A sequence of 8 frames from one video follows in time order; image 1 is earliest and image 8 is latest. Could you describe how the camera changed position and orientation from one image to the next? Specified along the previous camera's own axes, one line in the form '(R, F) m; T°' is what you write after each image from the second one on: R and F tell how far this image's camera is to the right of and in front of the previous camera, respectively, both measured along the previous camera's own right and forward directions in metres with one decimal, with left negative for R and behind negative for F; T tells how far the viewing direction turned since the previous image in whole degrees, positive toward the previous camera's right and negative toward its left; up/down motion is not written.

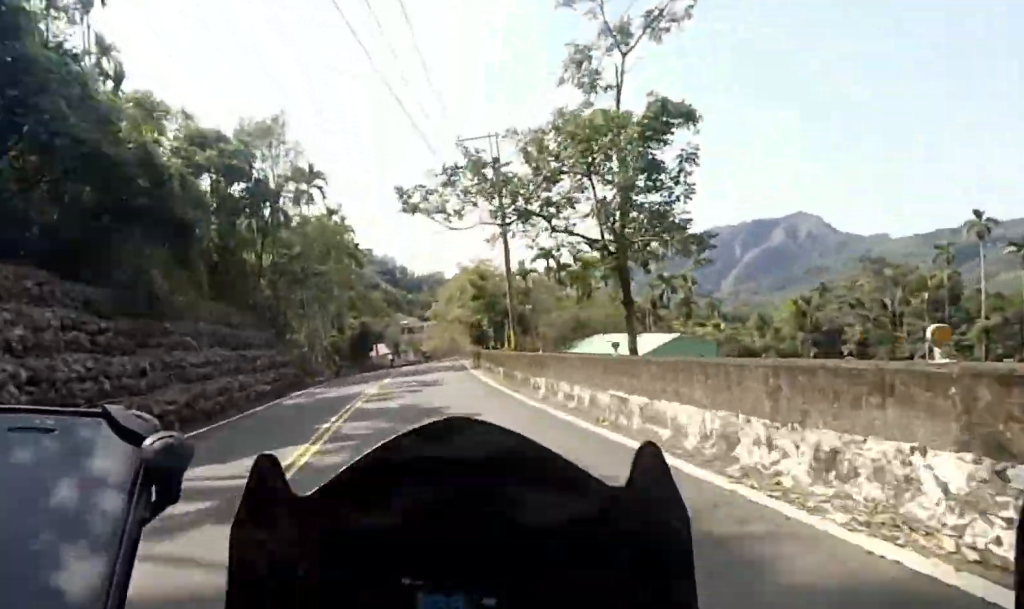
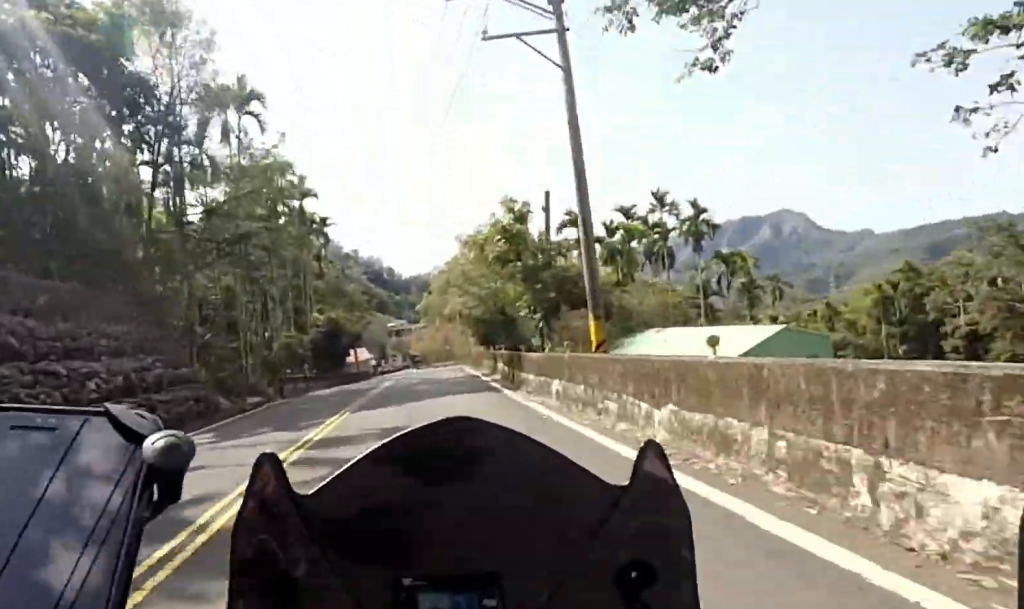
(+1.5, +13.4) m; +2°
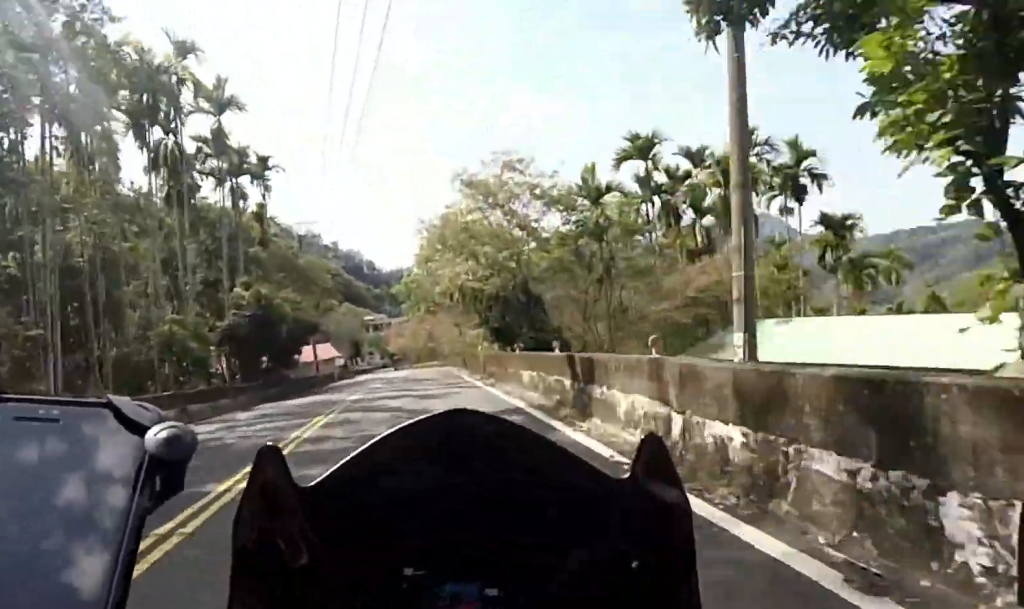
(-1.1, +14.1) m; -6°
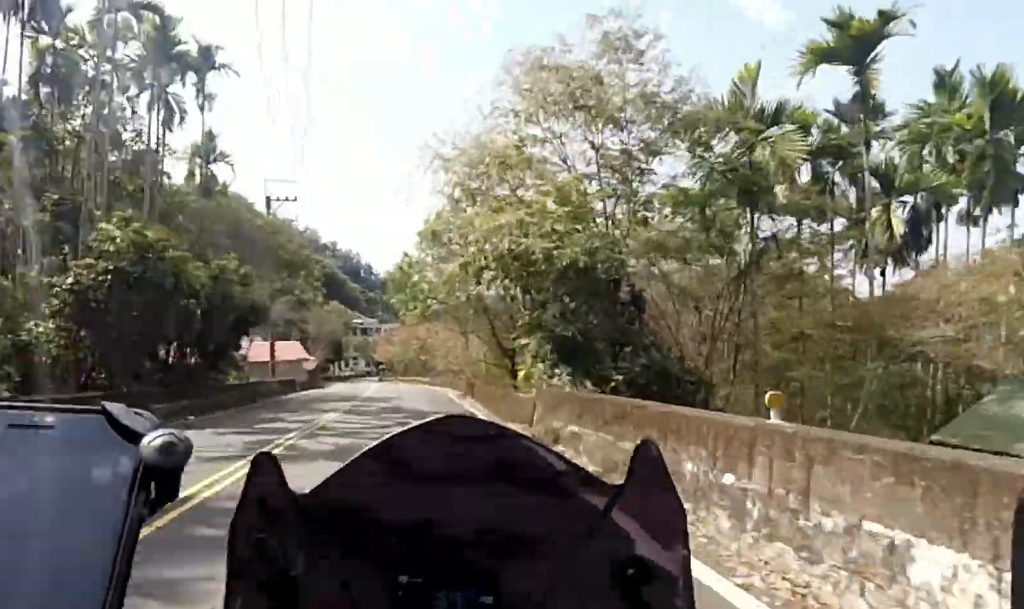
(-0.3, +11.2) m; -4°
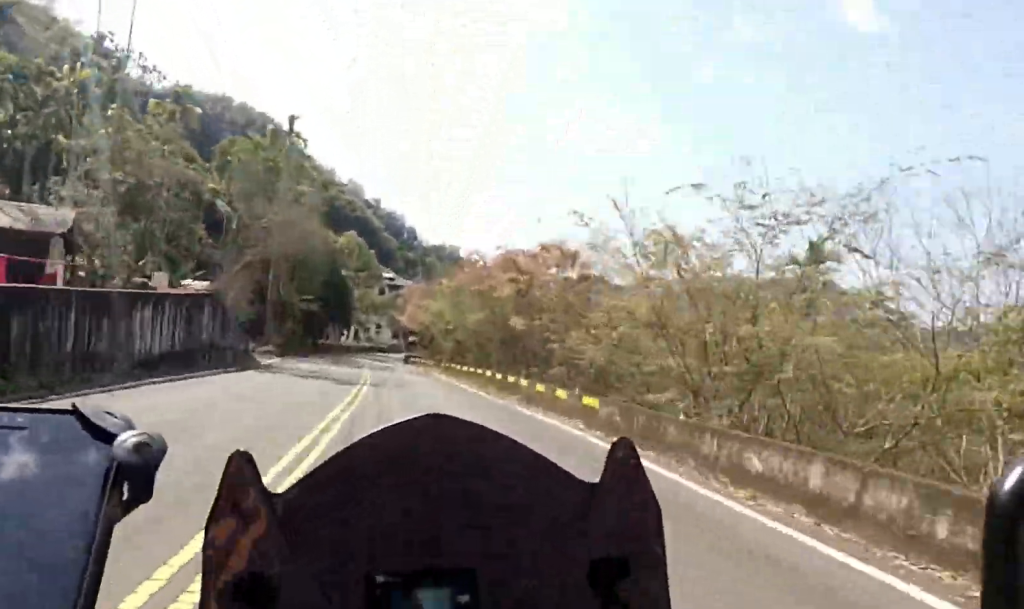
(-3.0, +38.1) m; +2°
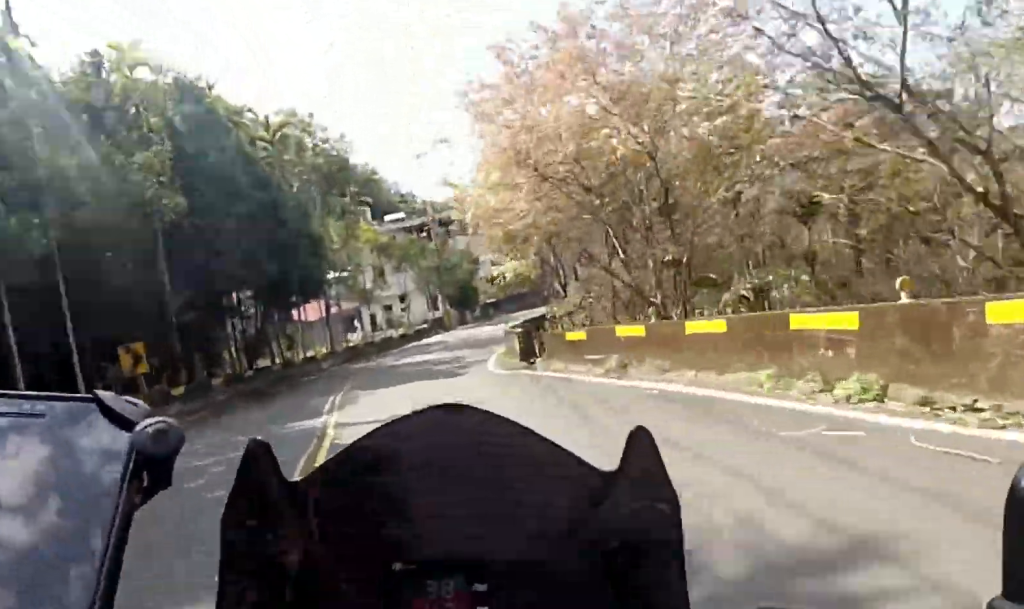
(+2.2, +38.0) m; +8°
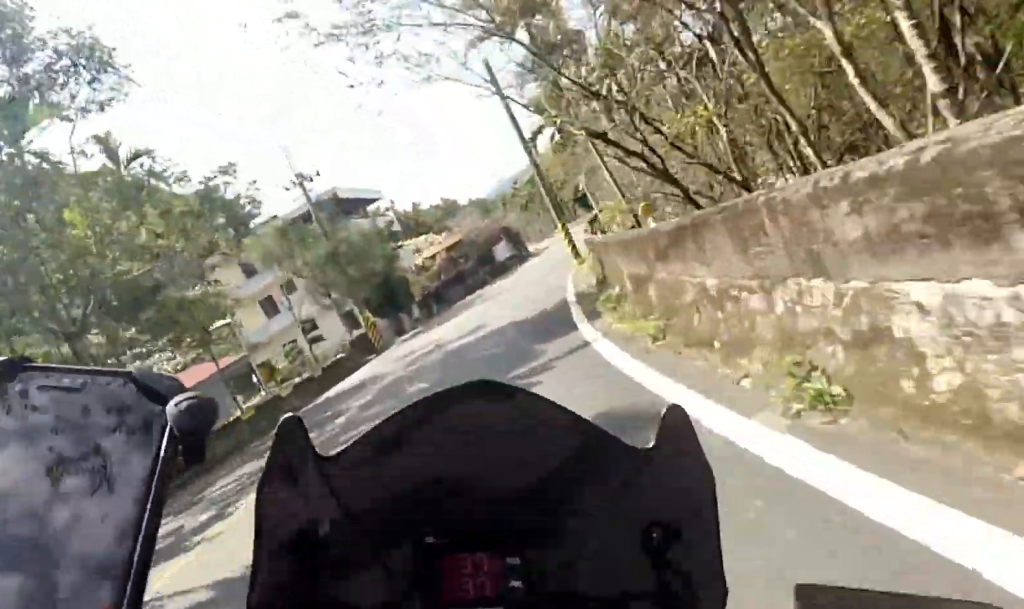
(+2.5, +19.3) m; +8°
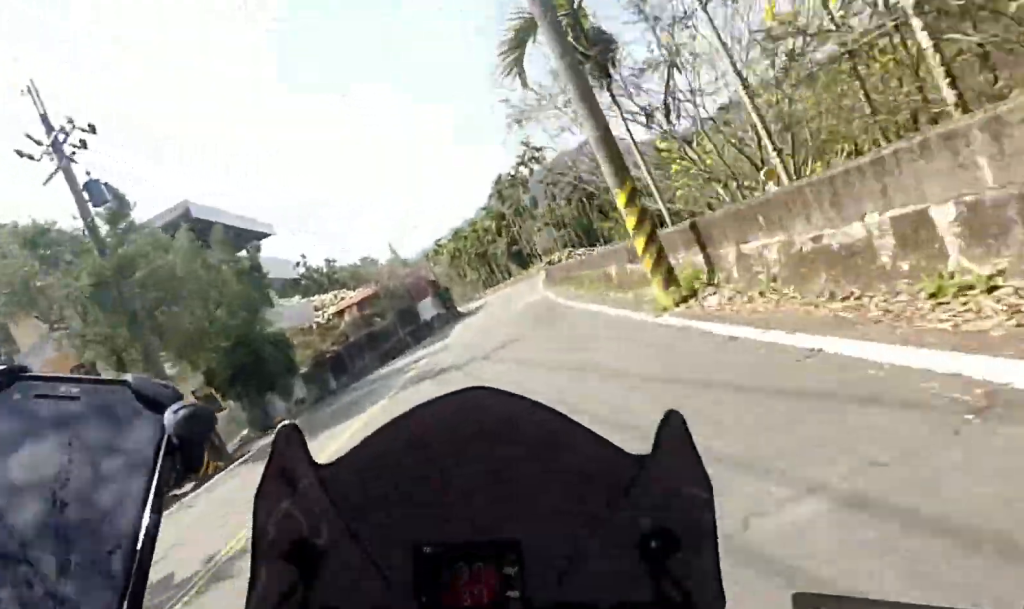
(+0.3, +13.8) m; +1°
